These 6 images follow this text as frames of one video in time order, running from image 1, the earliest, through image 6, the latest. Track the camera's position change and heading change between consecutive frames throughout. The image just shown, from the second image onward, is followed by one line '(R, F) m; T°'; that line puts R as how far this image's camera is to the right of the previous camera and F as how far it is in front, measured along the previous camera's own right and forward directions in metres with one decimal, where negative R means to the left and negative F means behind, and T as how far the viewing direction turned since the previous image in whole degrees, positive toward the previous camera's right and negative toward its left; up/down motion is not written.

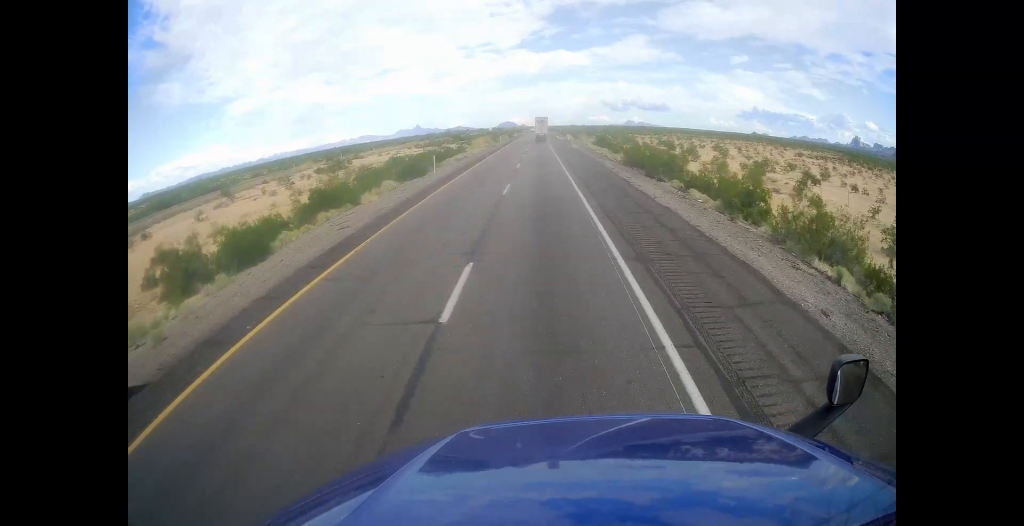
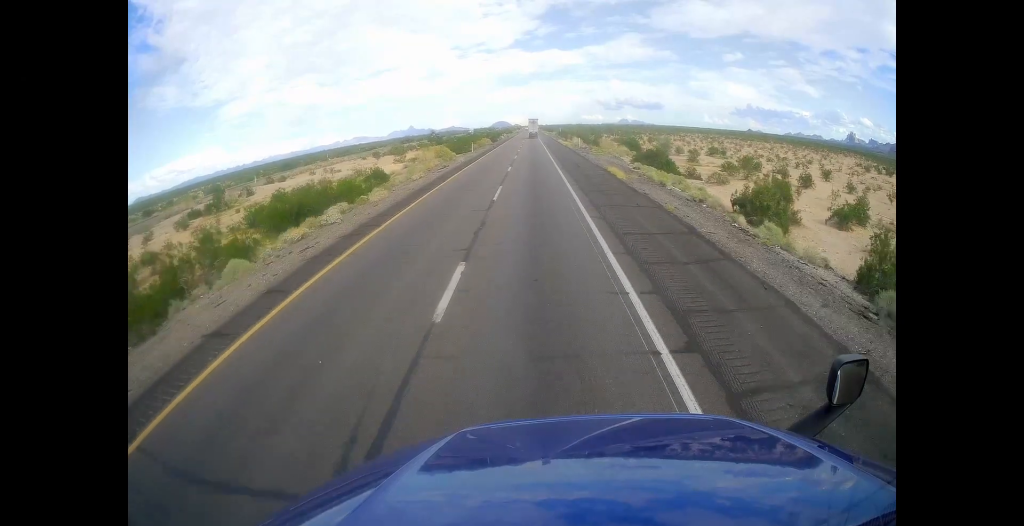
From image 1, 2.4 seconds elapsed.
(+0.2, +40.4) m; +2°
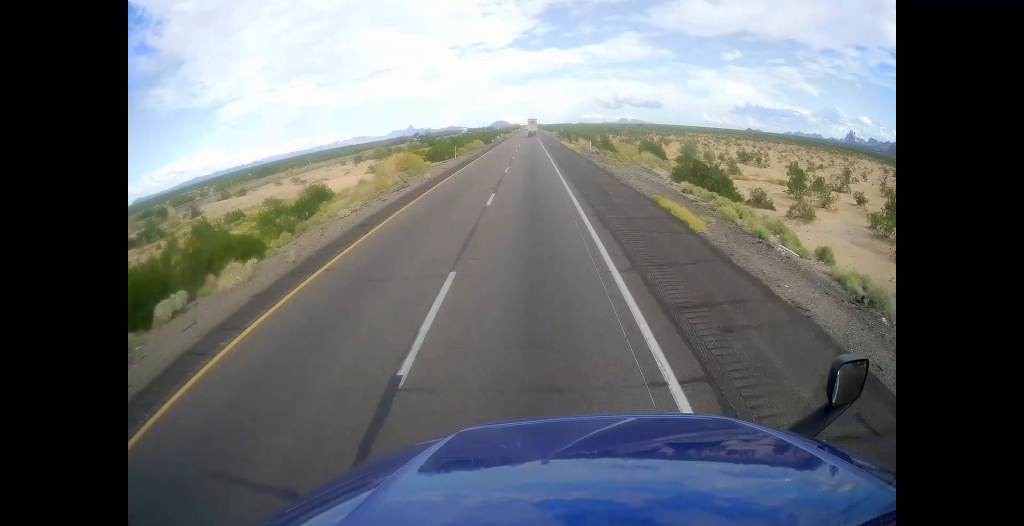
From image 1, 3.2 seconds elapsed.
(0.0, +14.3) m; 0°
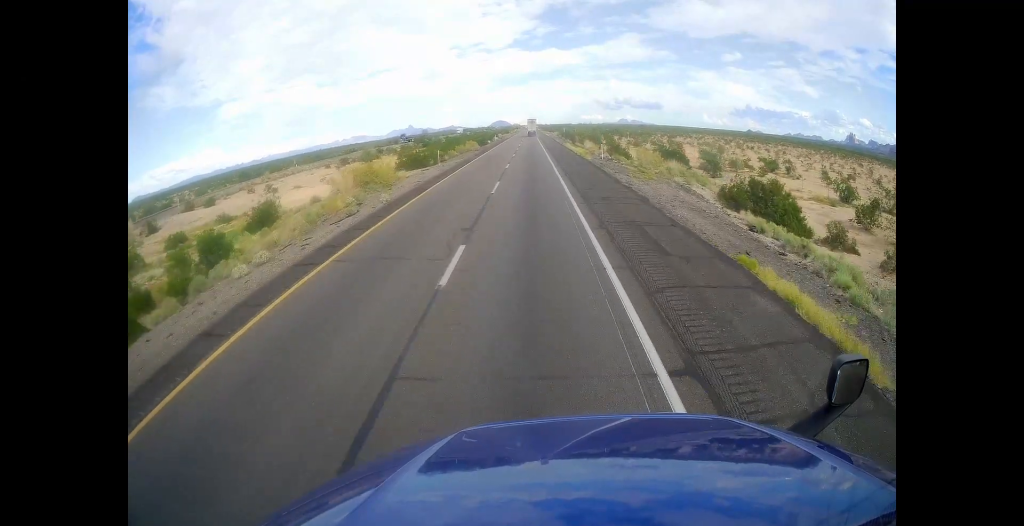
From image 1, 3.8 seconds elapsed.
(0.0, +9.3) m; 0°
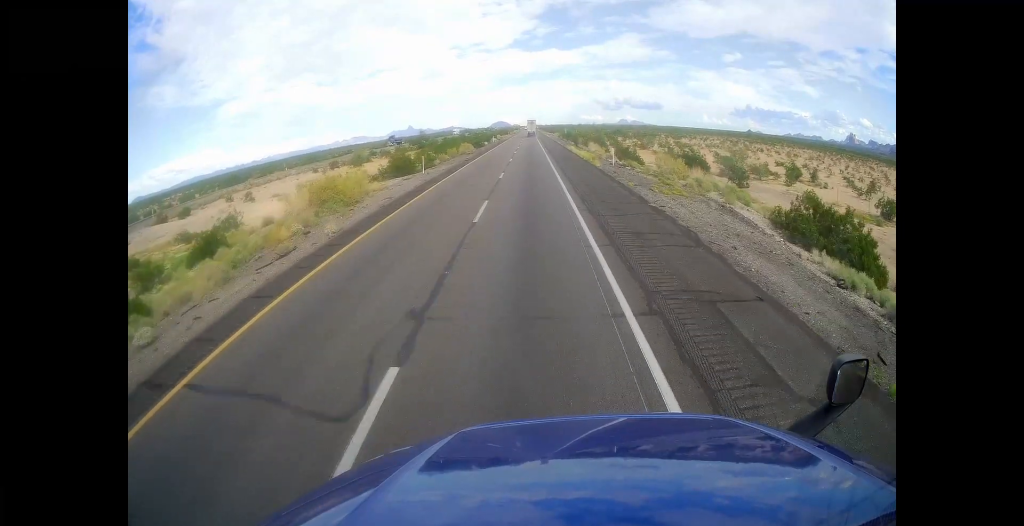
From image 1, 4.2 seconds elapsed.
(0.0, +6.4) m; 0°
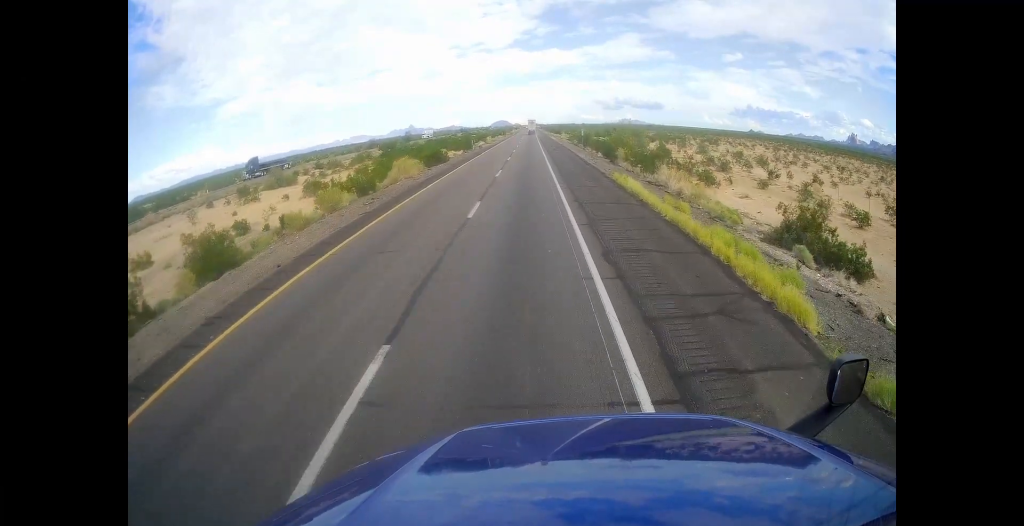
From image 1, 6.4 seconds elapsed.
(-0.2, +38.3) m; 0°
